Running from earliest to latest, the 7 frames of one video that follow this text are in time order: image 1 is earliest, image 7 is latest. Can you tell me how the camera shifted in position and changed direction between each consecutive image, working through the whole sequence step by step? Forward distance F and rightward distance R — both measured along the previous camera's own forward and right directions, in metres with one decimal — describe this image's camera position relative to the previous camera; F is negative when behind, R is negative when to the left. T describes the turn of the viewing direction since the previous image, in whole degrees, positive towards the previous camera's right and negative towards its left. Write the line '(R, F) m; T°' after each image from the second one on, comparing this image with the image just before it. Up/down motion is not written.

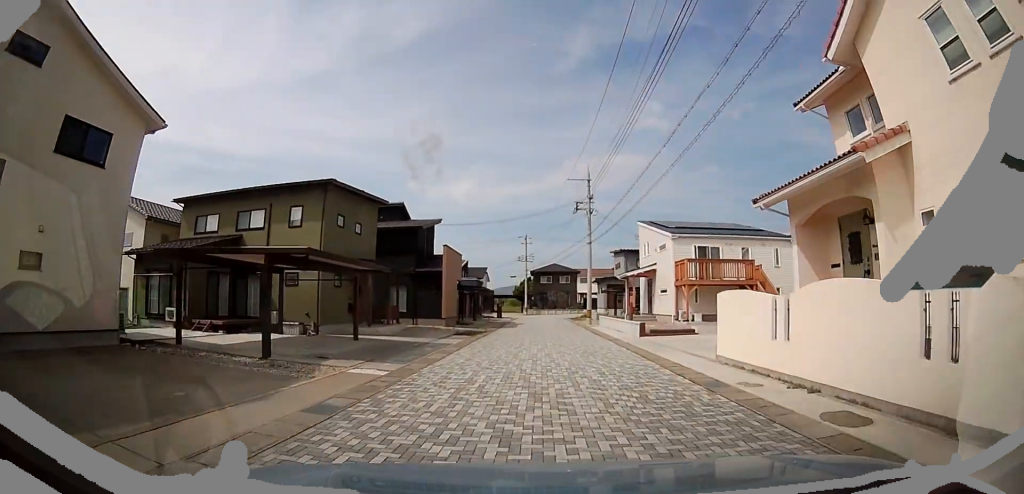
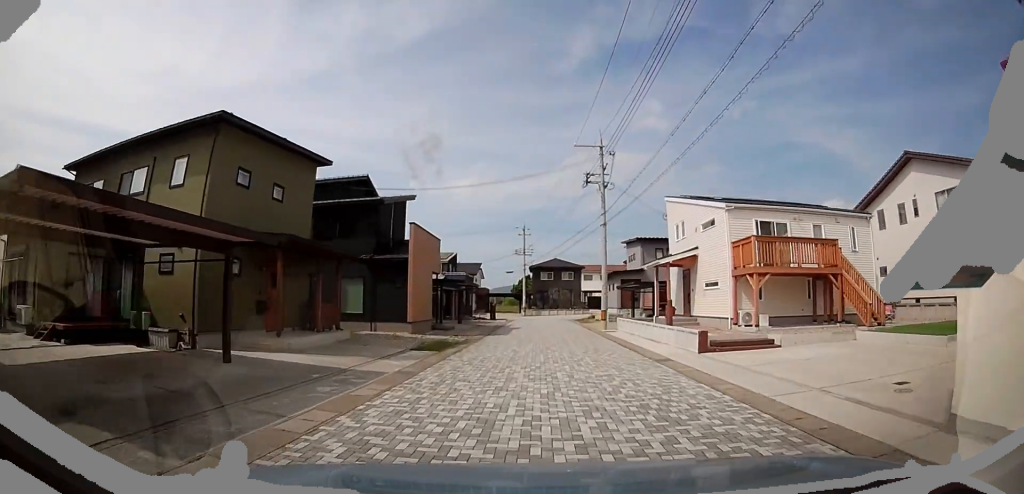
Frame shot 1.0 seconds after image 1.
(-0.4, +6.8) m; -3°
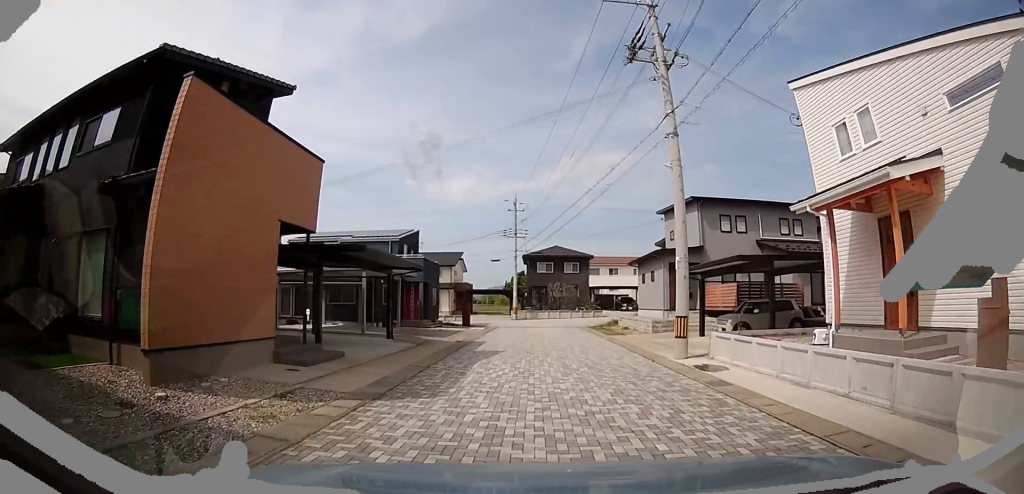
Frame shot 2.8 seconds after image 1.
(+0.5, +12.9) m; 0°
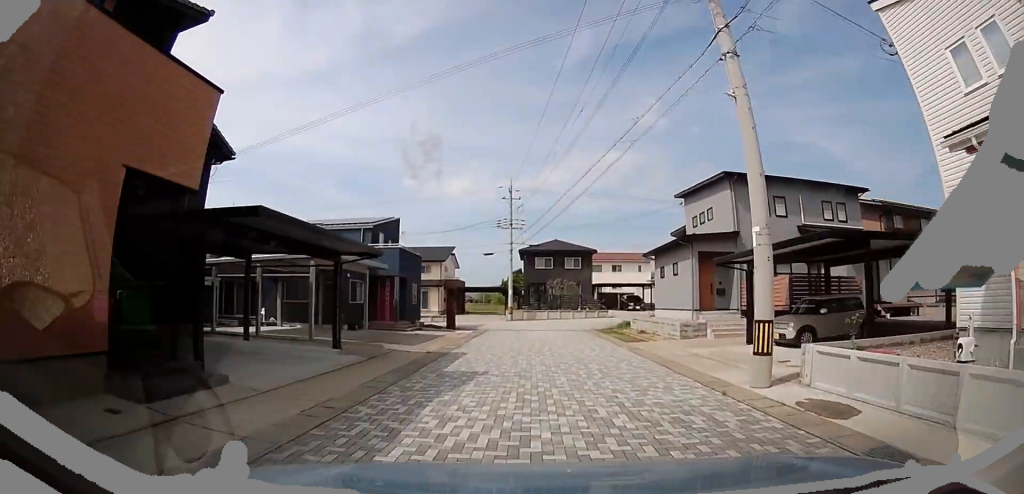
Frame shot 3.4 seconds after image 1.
(-0.5, +4.4) m; 0°
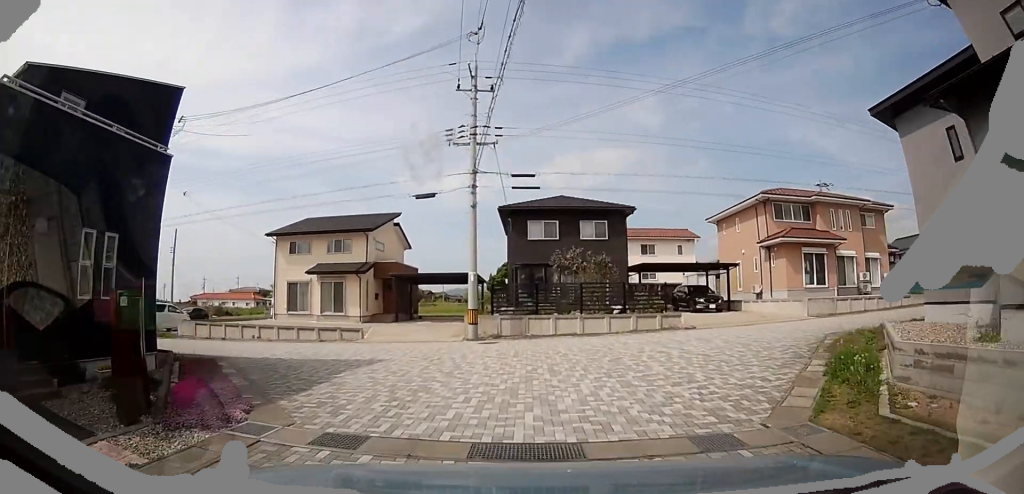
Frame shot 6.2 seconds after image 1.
(+1.9, +17.2) m; +9°
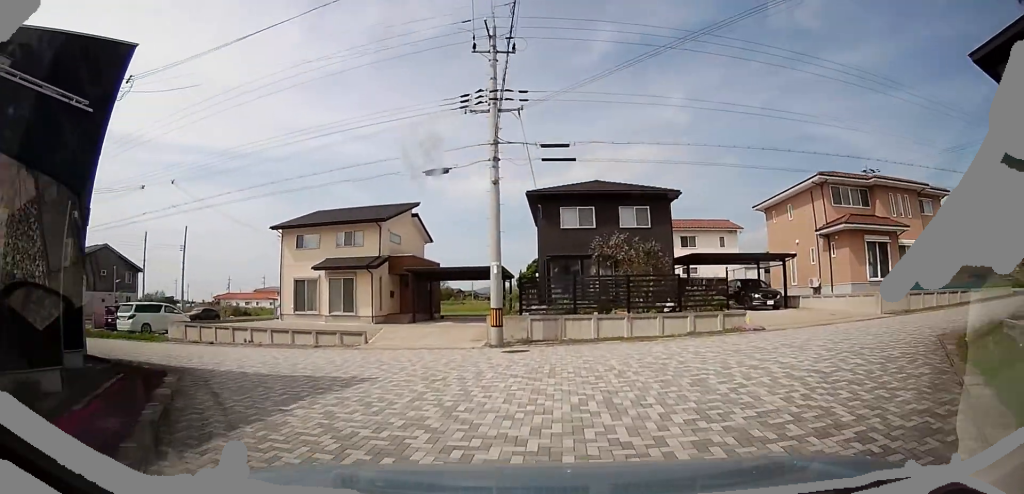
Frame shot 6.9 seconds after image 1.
(0.0, +3.1) m; -4°
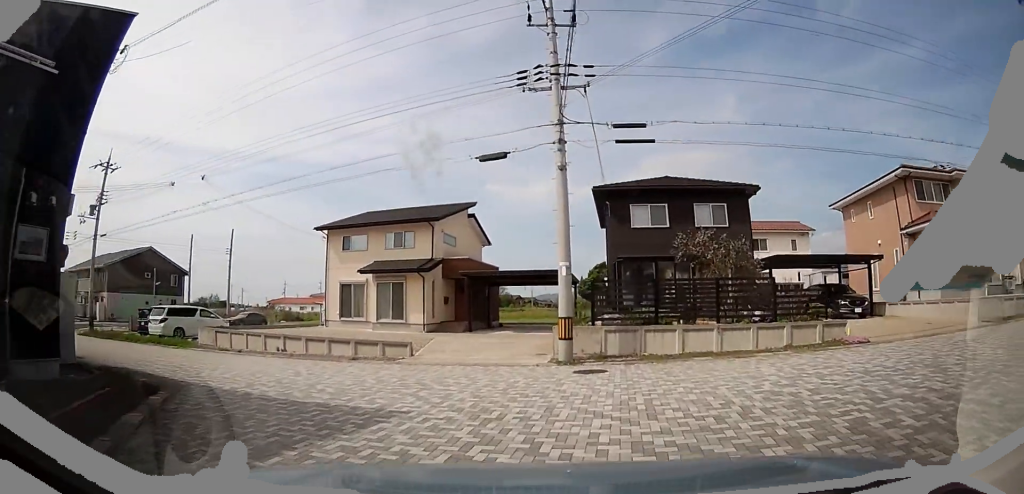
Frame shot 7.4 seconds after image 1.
(+0.2, +2.7) m; -10°
